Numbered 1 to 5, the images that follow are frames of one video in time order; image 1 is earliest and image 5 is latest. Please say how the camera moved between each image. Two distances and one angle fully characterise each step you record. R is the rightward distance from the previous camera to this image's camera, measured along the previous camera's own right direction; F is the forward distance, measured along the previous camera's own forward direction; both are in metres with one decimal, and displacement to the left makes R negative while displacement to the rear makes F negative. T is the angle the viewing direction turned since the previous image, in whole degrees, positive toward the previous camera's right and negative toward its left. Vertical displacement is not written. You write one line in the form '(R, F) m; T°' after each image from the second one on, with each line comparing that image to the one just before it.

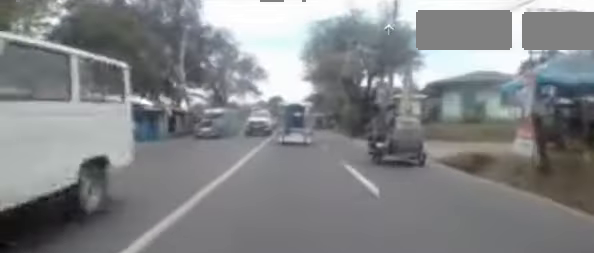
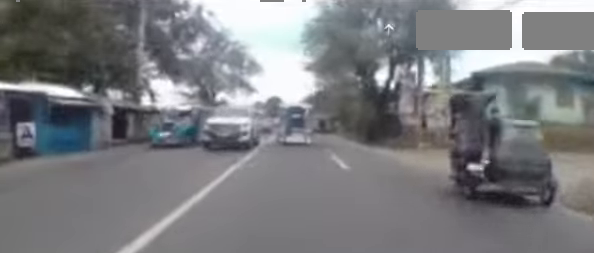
(0.0, +6.3) m; +3°
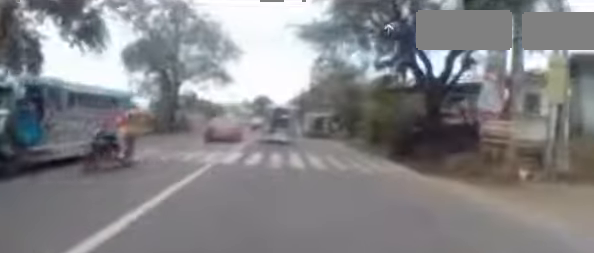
(+0.6, +8.8) m; +4°
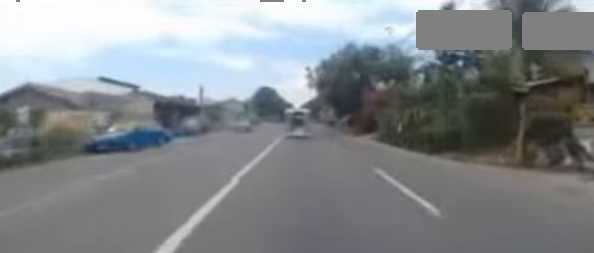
(-2.3, +49.2) m; -2°
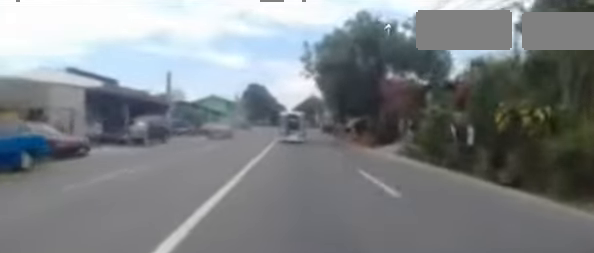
(+0.1, +7.5) m; 0°
